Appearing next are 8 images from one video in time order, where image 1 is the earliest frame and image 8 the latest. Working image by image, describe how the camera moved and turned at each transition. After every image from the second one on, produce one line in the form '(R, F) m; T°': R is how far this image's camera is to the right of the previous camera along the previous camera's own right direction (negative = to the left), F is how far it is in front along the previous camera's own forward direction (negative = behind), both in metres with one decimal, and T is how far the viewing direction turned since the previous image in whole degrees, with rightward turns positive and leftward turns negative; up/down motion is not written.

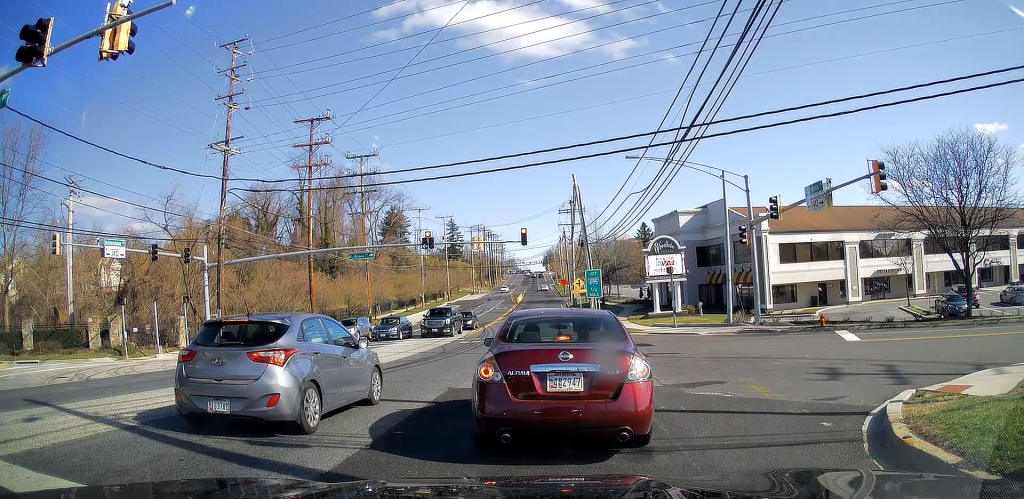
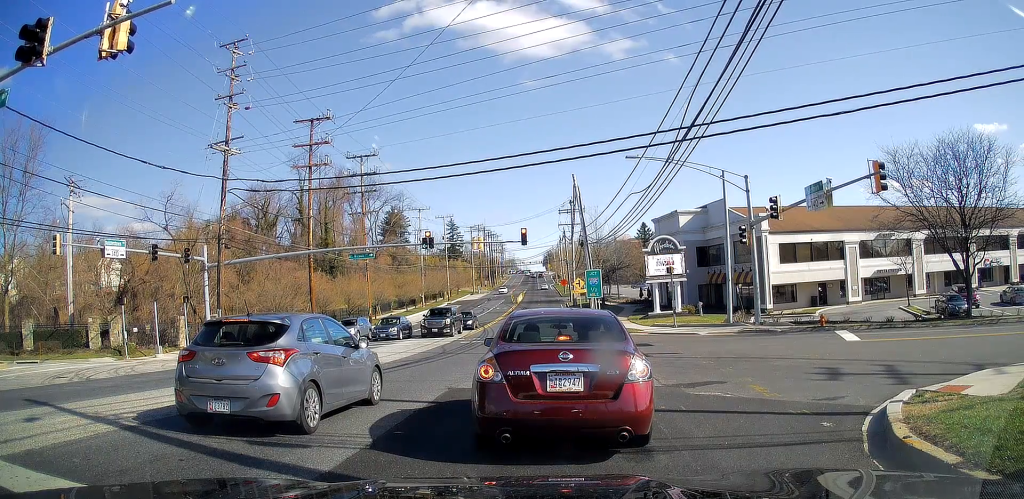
(0.0, 0.0) m; 0°
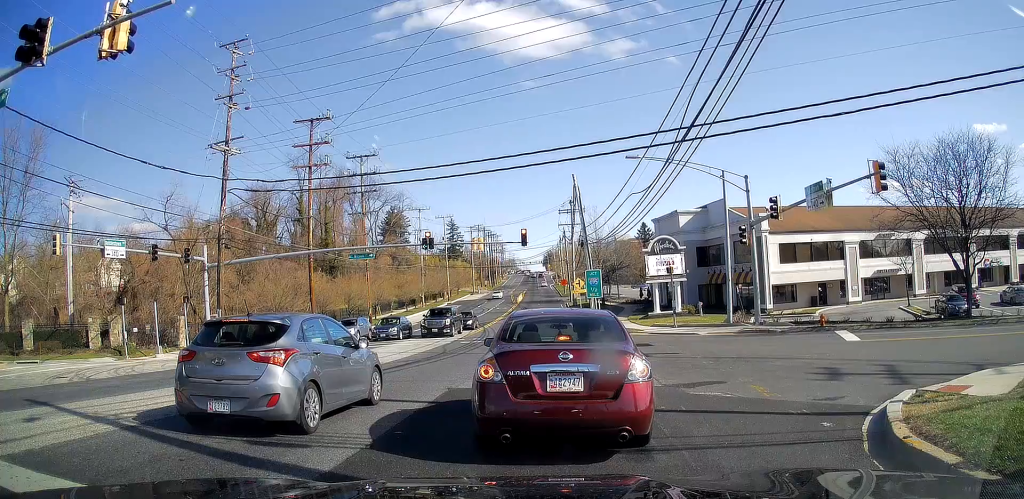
(0.0, 0.0) m; 0°
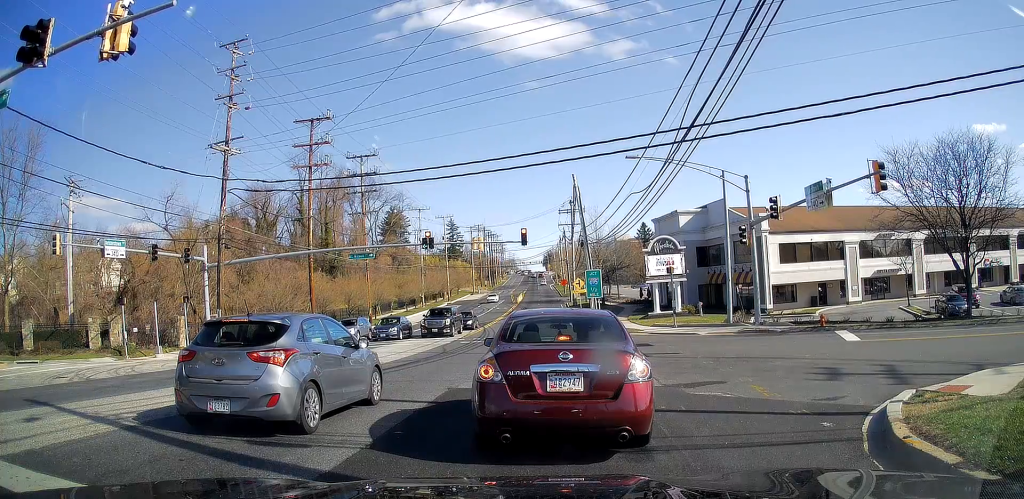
(0.0, 0.0) m; 0°
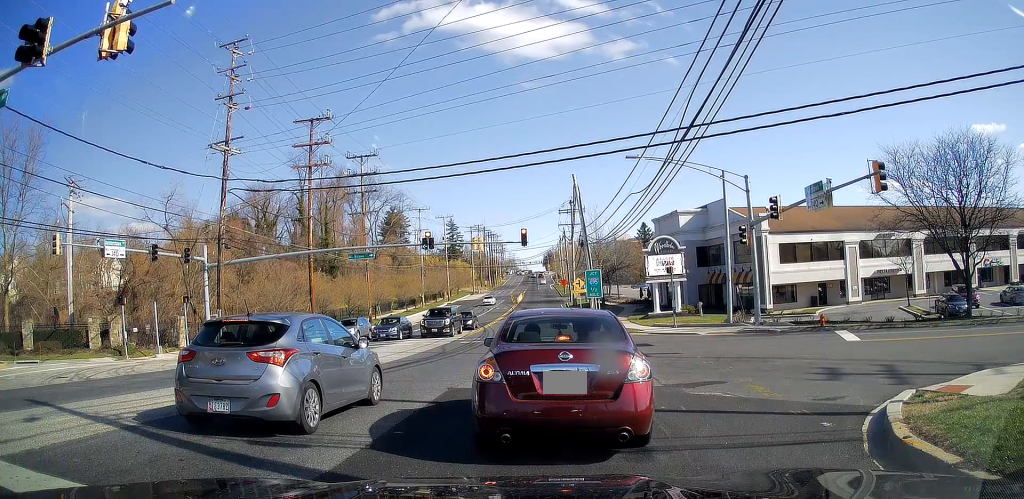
(0.0, 0.0) m; 0°
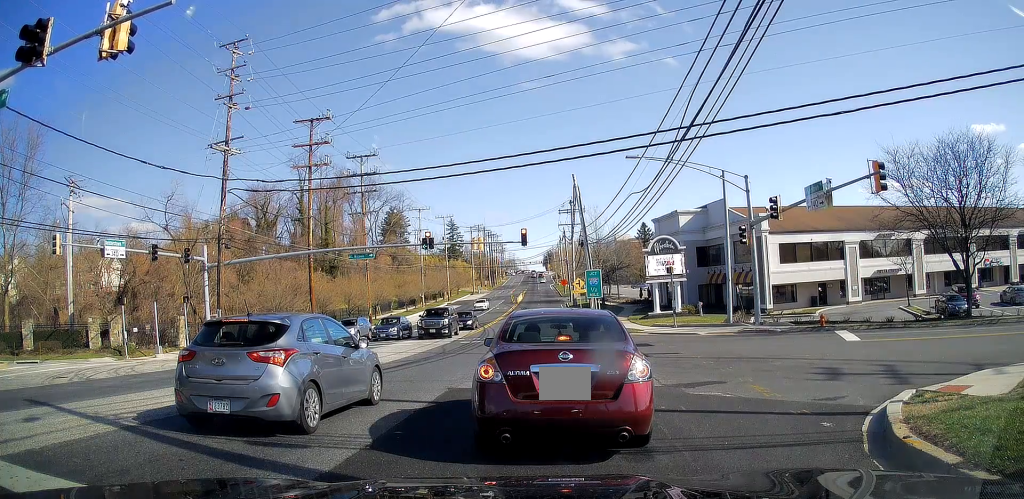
(0.0, 0.0) m; 0°
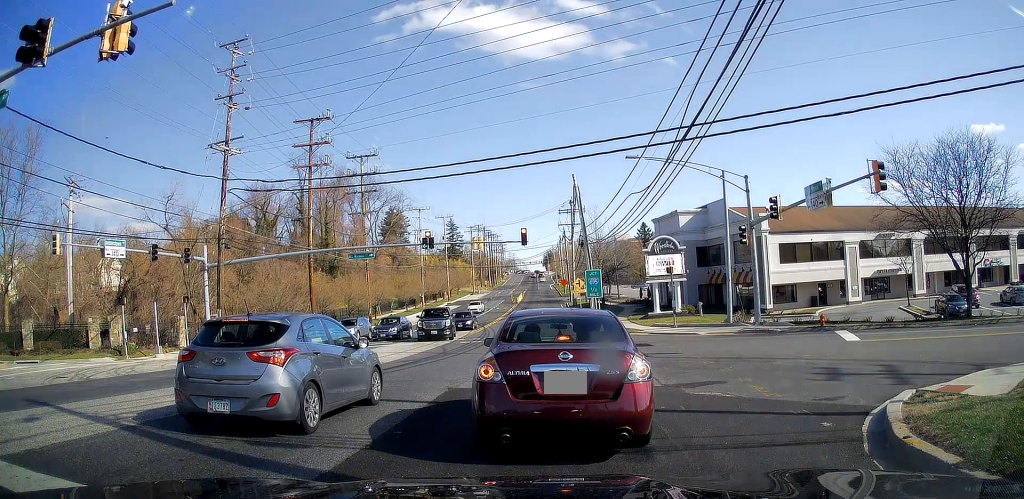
(0.0, 0.0) m; 0°
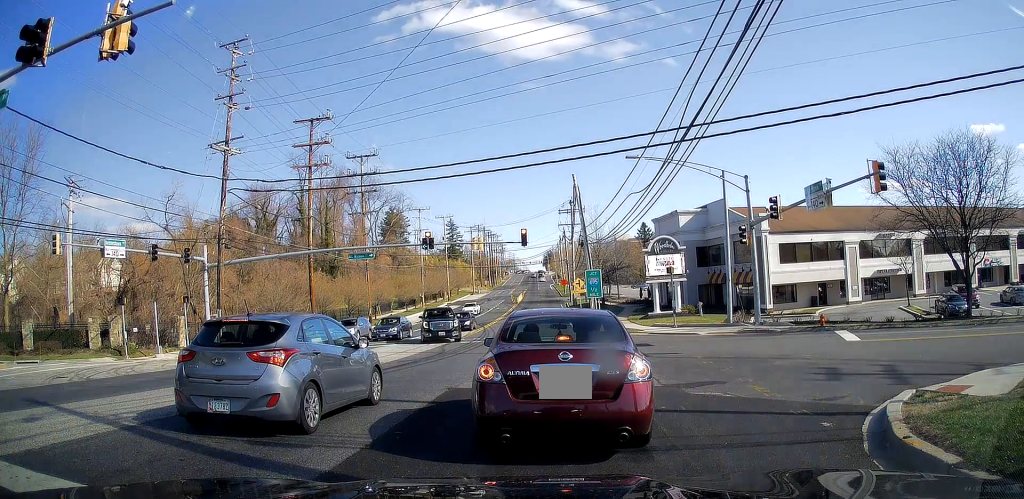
(0.0, 0.0) m; 0°
